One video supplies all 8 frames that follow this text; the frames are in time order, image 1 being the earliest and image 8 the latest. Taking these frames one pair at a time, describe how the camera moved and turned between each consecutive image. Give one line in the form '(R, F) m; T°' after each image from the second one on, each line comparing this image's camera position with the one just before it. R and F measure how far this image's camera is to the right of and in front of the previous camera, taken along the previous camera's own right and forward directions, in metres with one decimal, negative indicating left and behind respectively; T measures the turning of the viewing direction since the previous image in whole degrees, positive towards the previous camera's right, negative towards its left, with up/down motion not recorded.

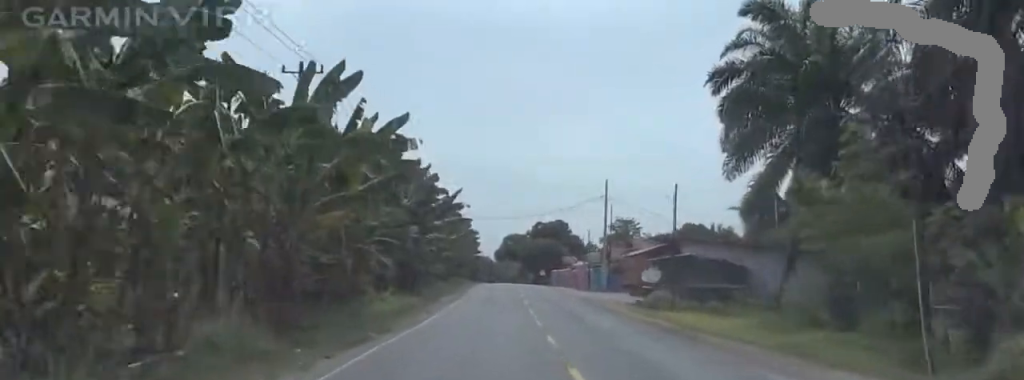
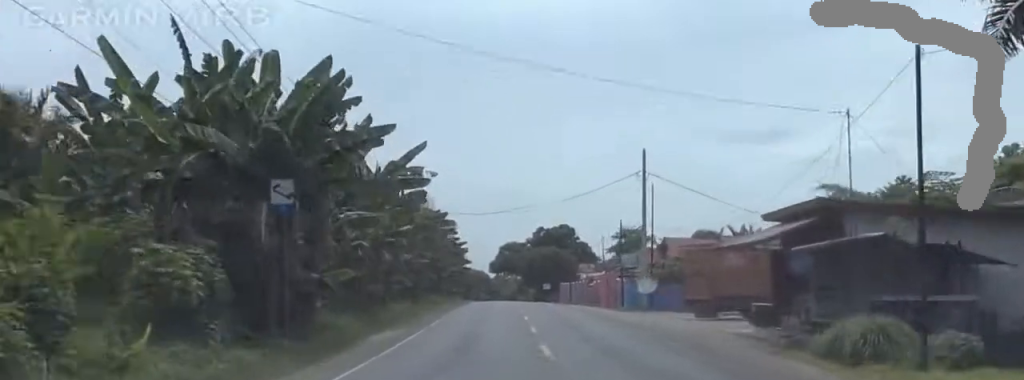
(-0.7, +24.1) m; -3°
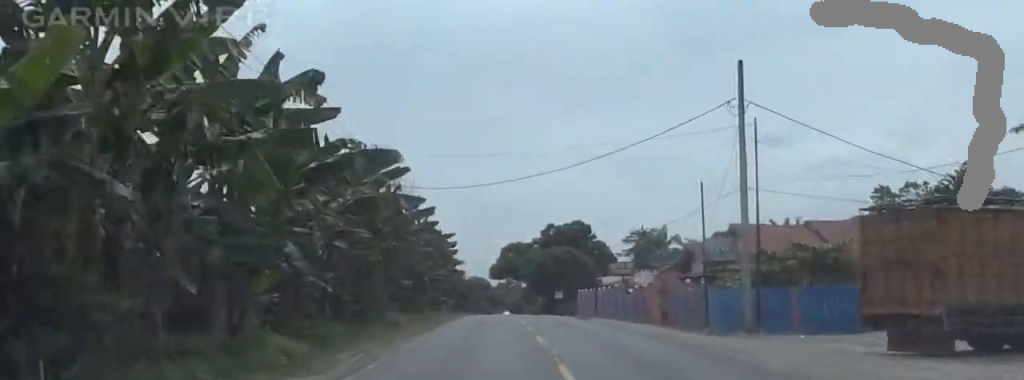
(0.0, +22.2) m; 0°
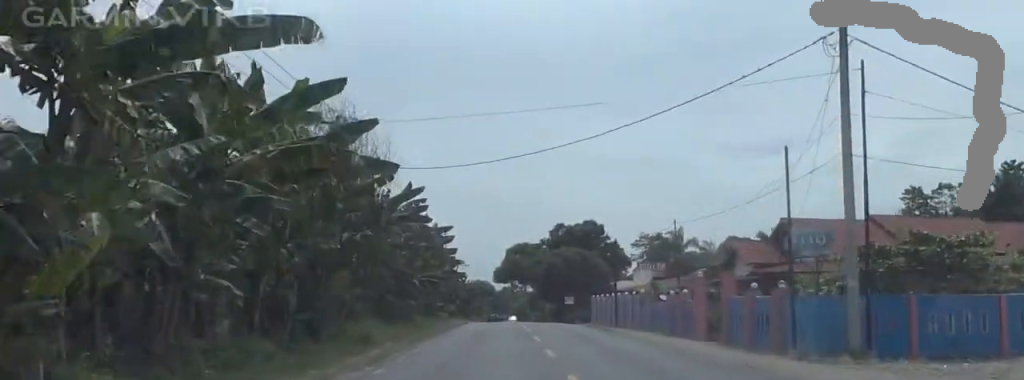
(0.0, +9.4) m; 0°
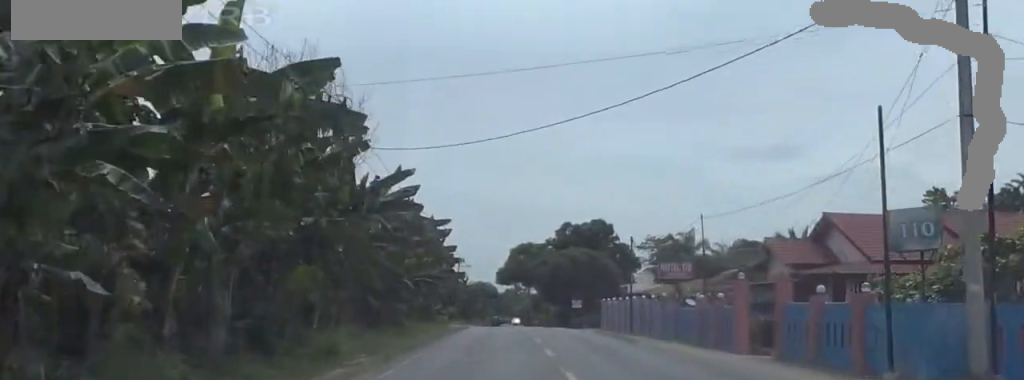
(0.0, +5.8) m; 0°
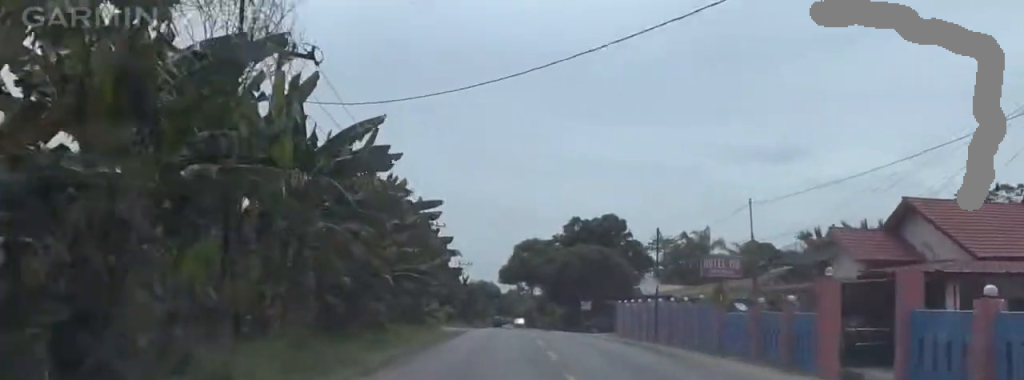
(0.0, +8.2) m; 0°
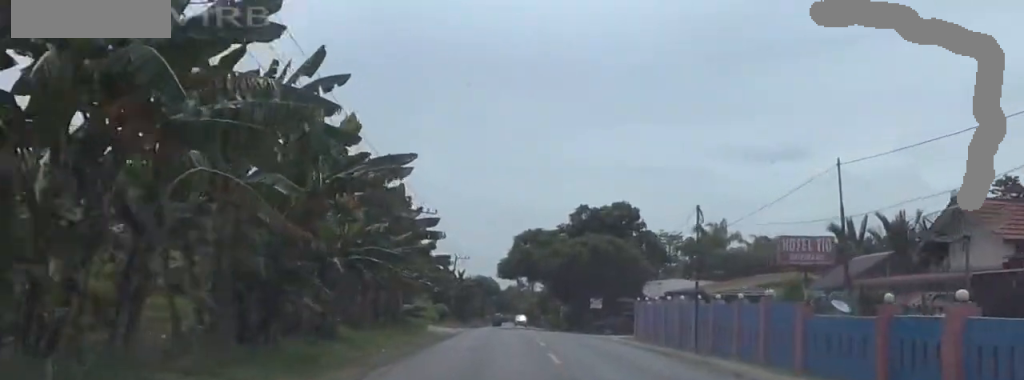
(0.0, +9.9) m; 0°
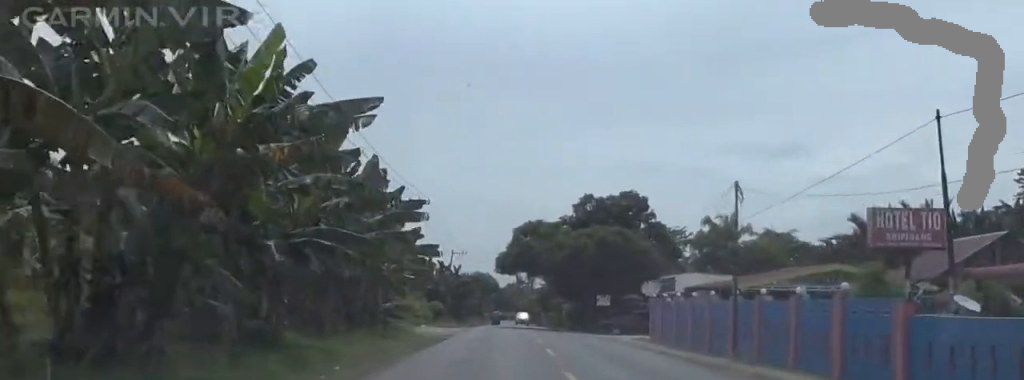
(0.0, +6.4) m; 0°
